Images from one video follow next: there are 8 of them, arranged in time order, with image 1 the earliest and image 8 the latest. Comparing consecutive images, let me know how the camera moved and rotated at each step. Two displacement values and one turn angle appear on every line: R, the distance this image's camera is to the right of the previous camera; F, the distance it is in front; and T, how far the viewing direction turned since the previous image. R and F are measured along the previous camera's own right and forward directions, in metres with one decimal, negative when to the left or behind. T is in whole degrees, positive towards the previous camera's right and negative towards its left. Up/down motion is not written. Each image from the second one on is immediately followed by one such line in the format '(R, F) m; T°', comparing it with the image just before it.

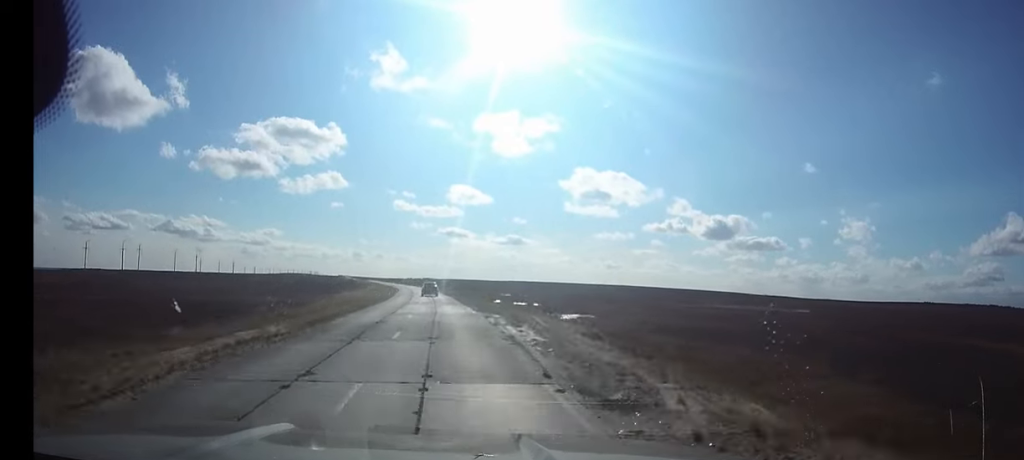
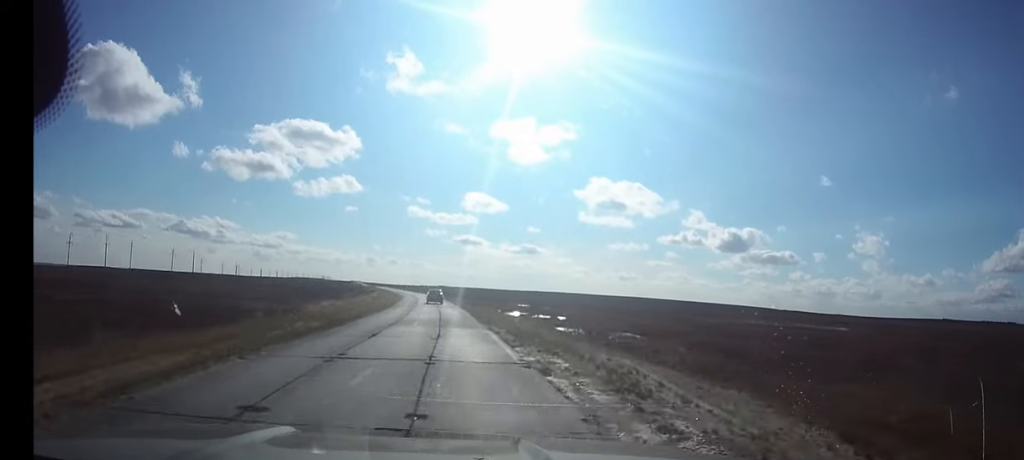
(-0.2, +14.4) m; -1°
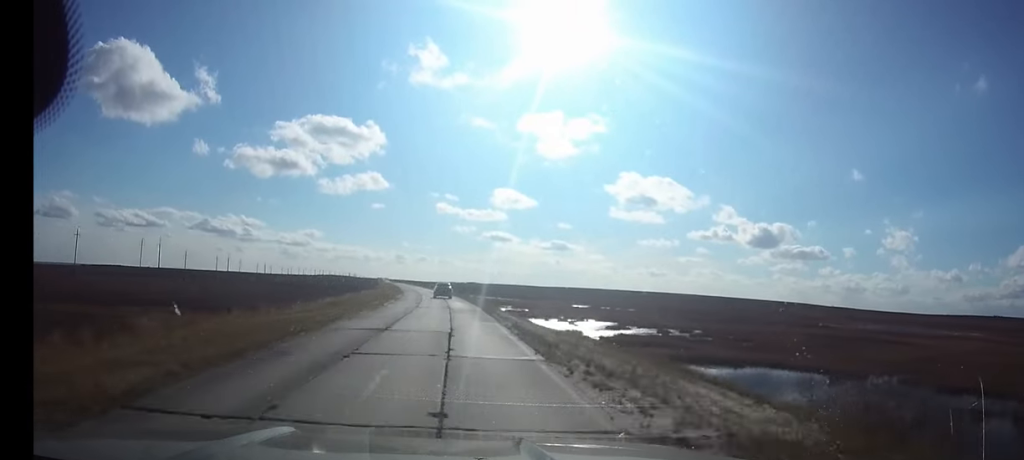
(-1.0, +48.4) m; -2°
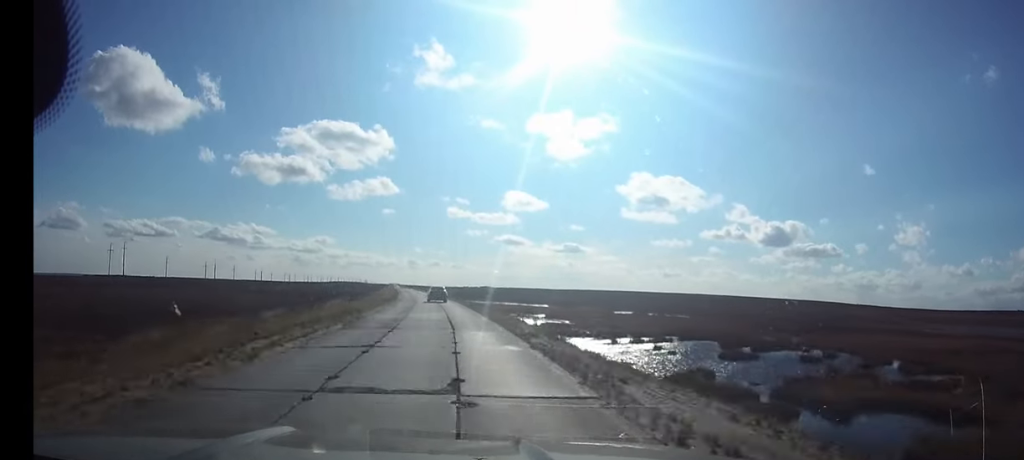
(-0.3, +26.8) m; -2°
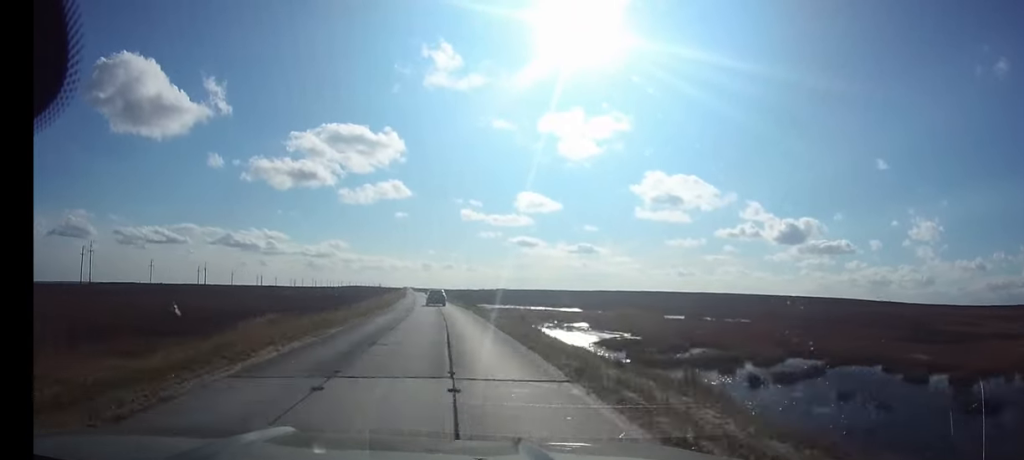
(-0.5, +22.6) m; -2°
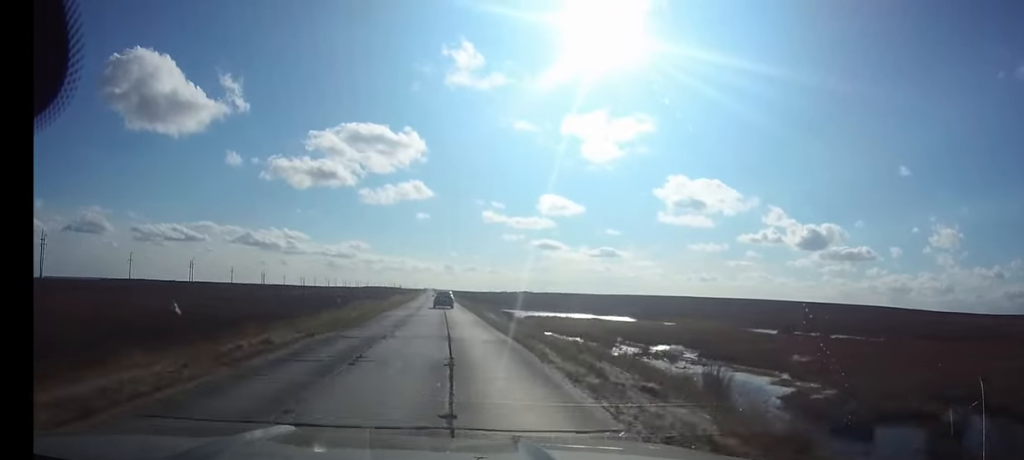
(-0.4, +27.4) m; -1°
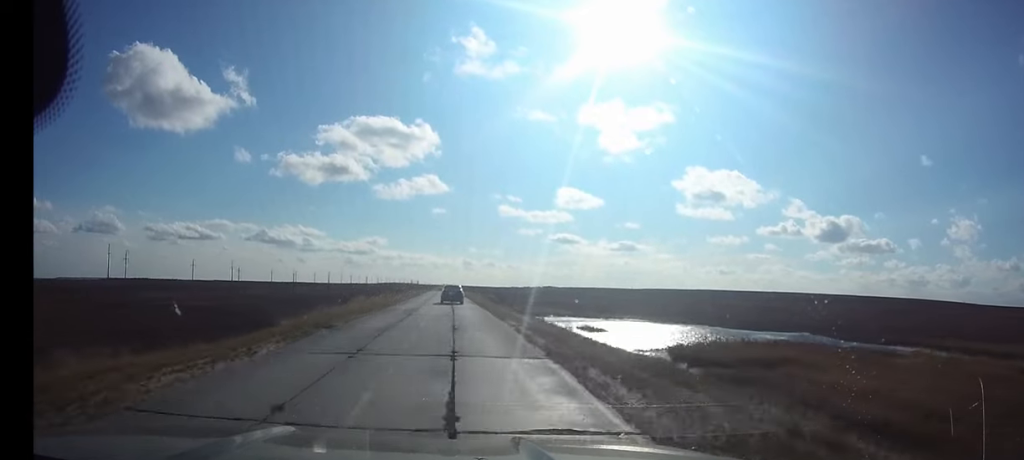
(-0.9, +58.9) m; -1°
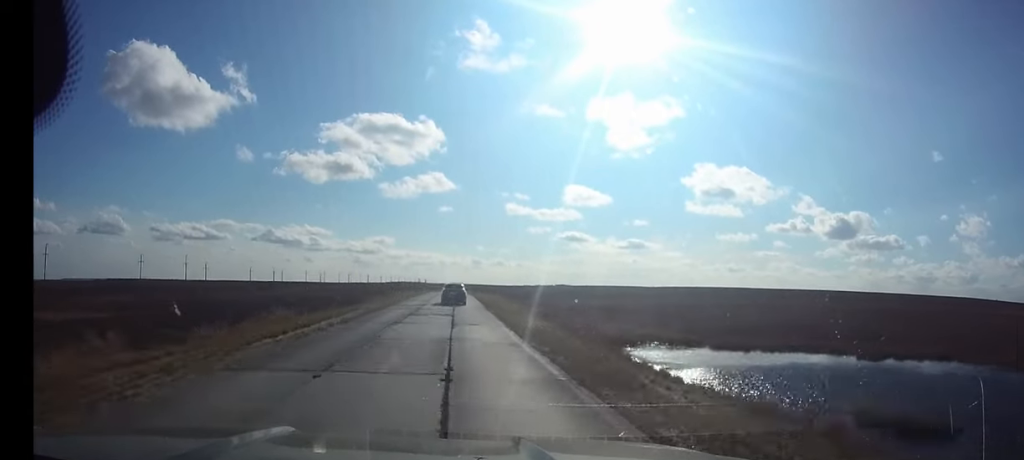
(-0.3, +43.4) m; -1°
